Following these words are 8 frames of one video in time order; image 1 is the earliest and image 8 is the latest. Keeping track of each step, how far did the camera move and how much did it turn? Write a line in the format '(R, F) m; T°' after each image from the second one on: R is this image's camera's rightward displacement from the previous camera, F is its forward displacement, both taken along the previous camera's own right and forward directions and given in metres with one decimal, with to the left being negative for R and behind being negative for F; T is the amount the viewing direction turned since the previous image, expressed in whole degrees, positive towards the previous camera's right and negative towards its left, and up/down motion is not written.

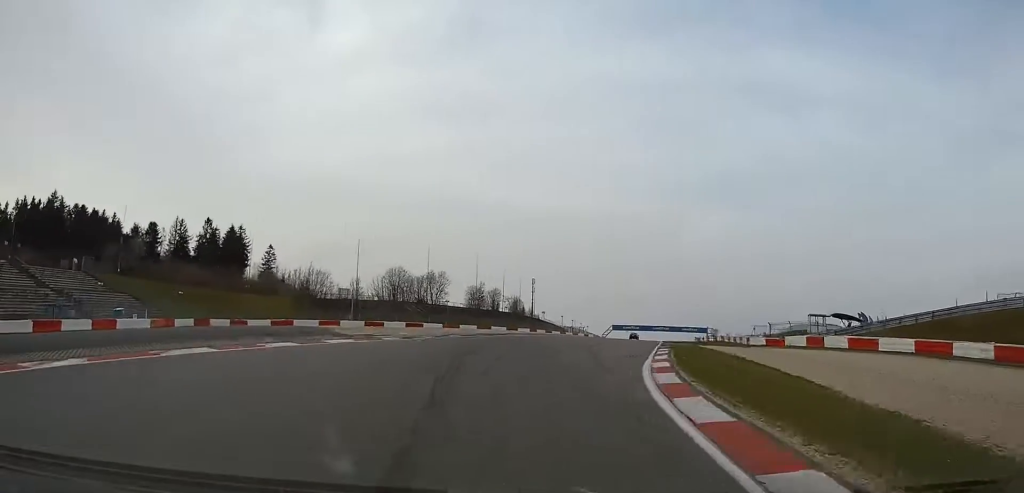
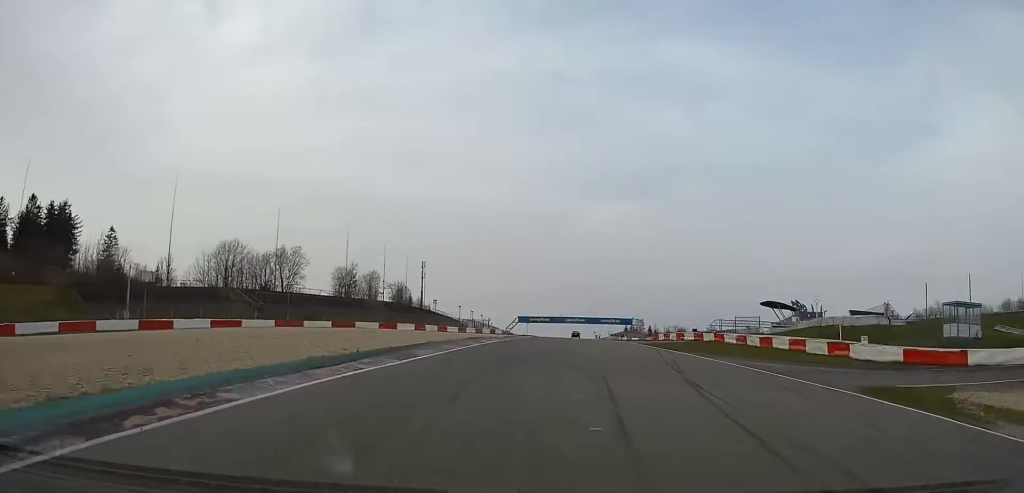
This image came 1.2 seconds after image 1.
(+3.7, +47.0) m; +8°
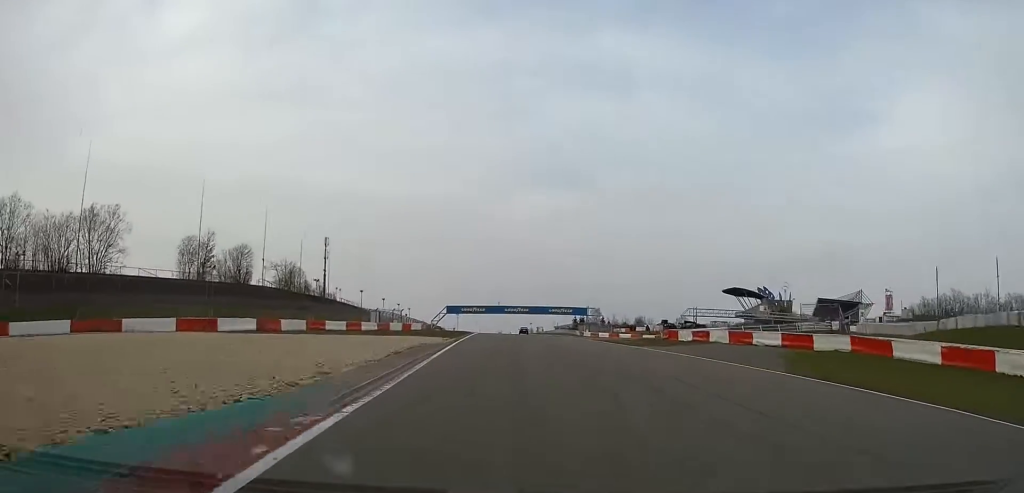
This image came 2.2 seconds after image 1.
(+2.5, +45.7) m; +5°
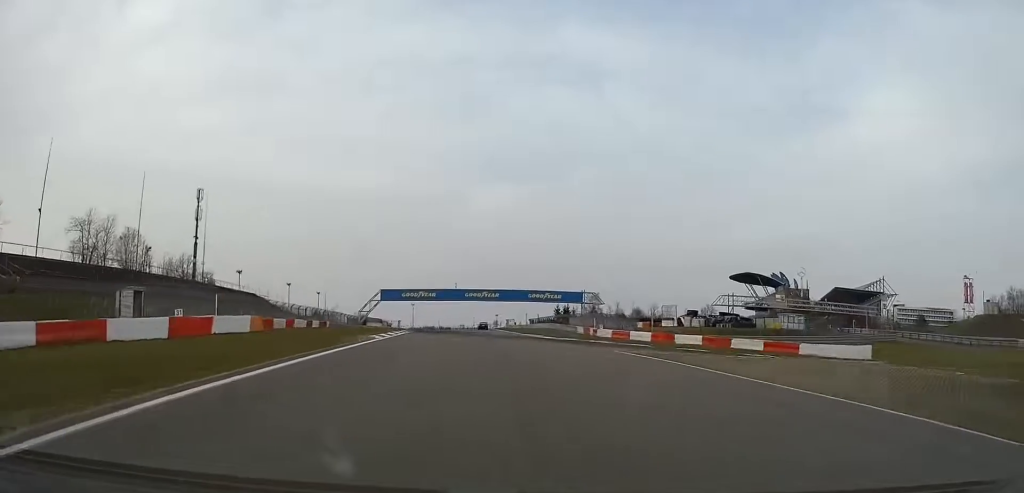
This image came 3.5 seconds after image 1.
(+2.8, +58.7) m; +4°
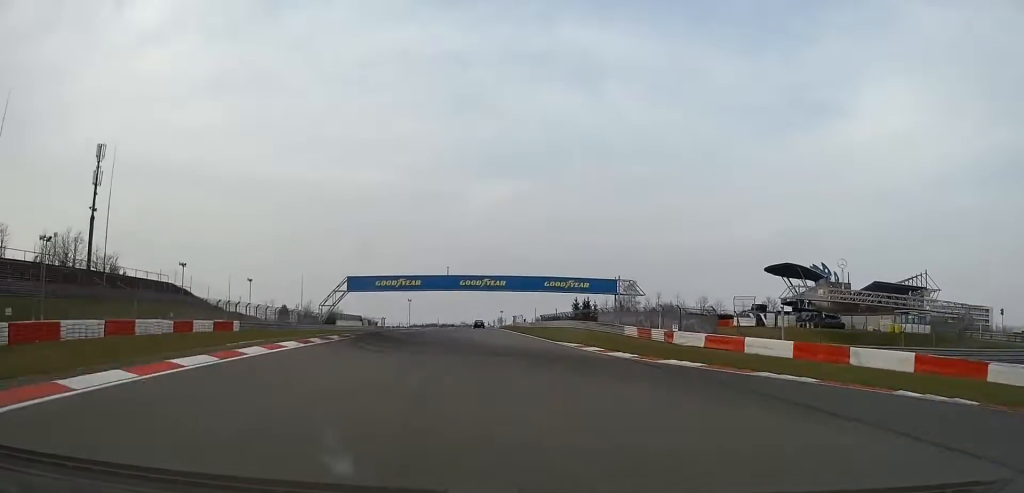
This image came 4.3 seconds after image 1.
(+0.5, +33.3) m; +1°
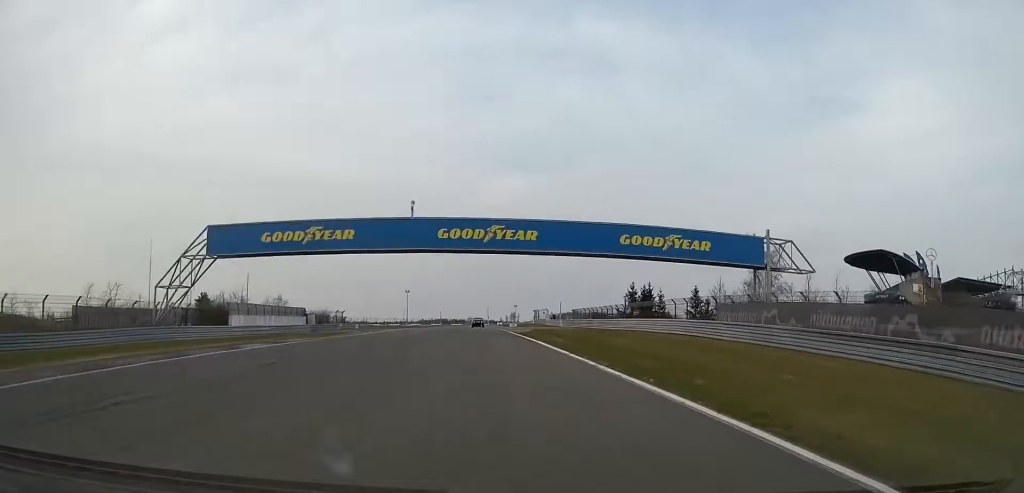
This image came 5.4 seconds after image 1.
(-0.1, +52.0) m; -1°
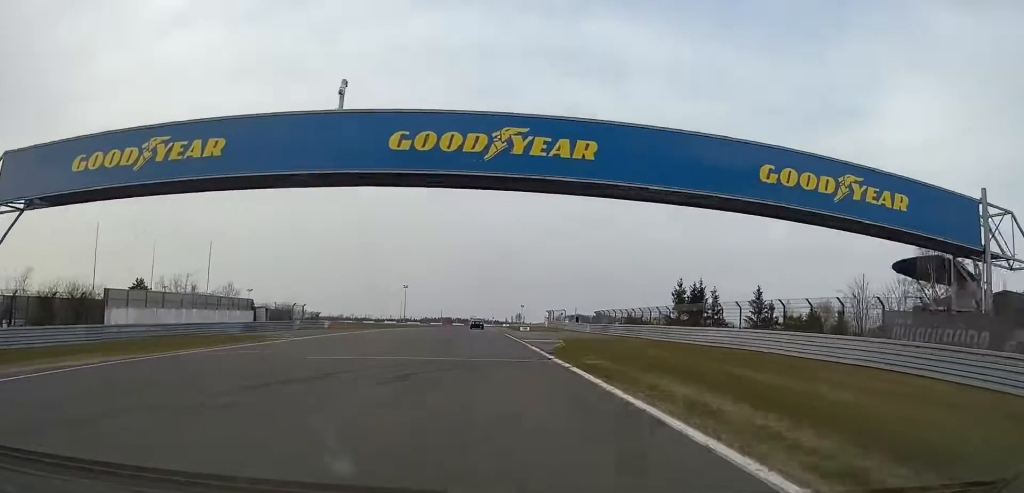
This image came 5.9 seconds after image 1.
(0.0, +23.7) m; -1°
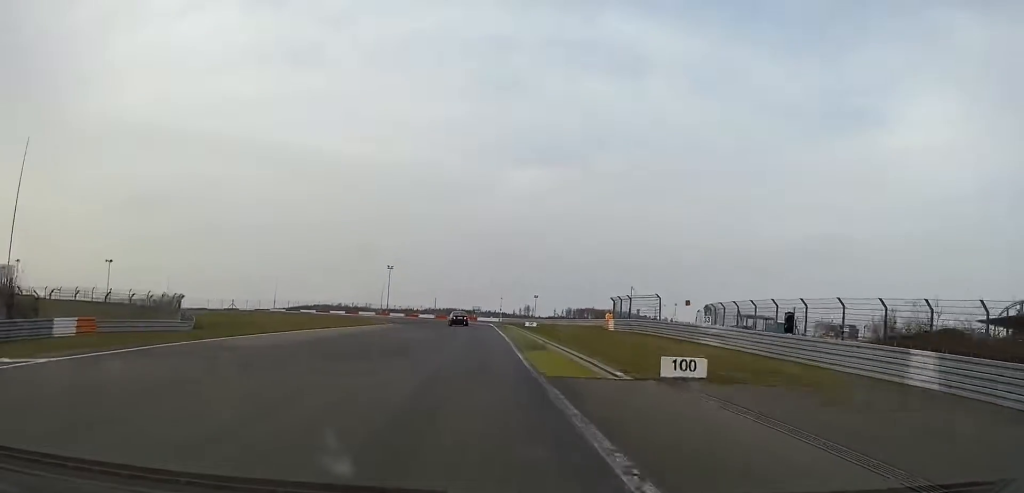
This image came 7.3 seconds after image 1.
(-1.3, +60.7) m; -2°
